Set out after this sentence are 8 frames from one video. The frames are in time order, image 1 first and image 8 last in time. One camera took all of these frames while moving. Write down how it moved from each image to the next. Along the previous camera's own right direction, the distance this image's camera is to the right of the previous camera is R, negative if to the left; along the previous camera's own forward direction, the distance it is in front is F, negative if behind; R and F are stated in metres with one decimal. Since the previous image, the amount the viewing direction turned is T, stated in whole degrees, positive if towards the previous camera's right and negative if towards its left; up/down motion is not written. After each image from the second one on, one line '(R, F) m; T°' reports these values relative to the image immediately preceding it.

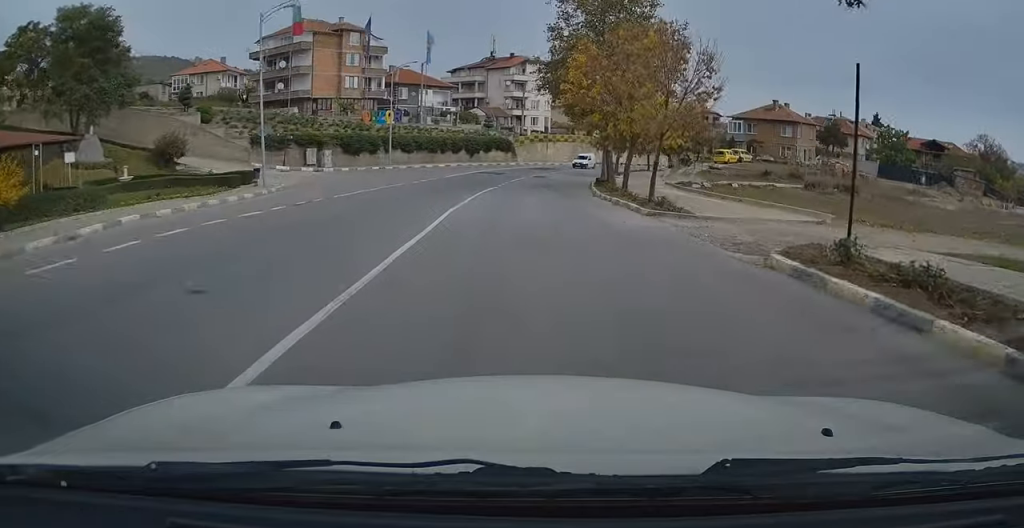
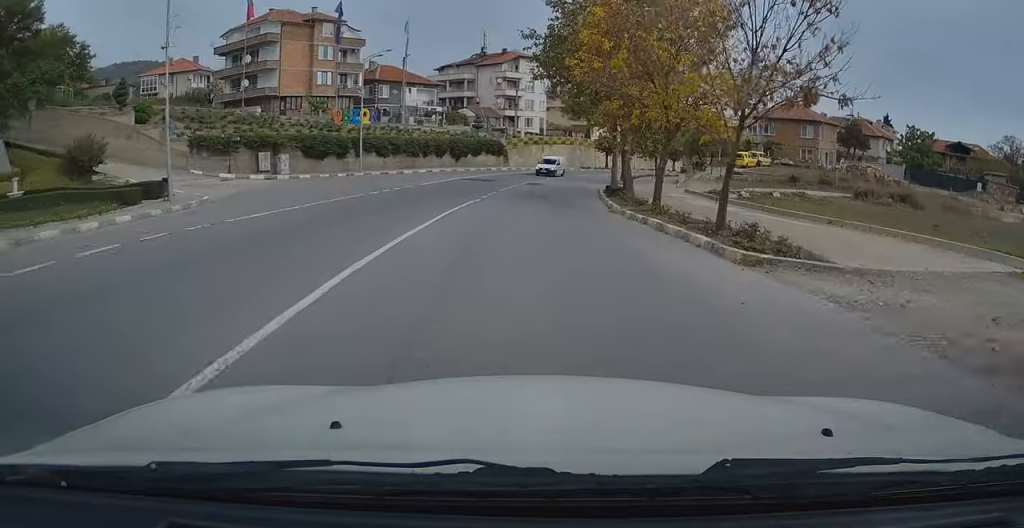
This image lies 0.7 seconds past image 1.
(+0.1, +8.4) m; +1°
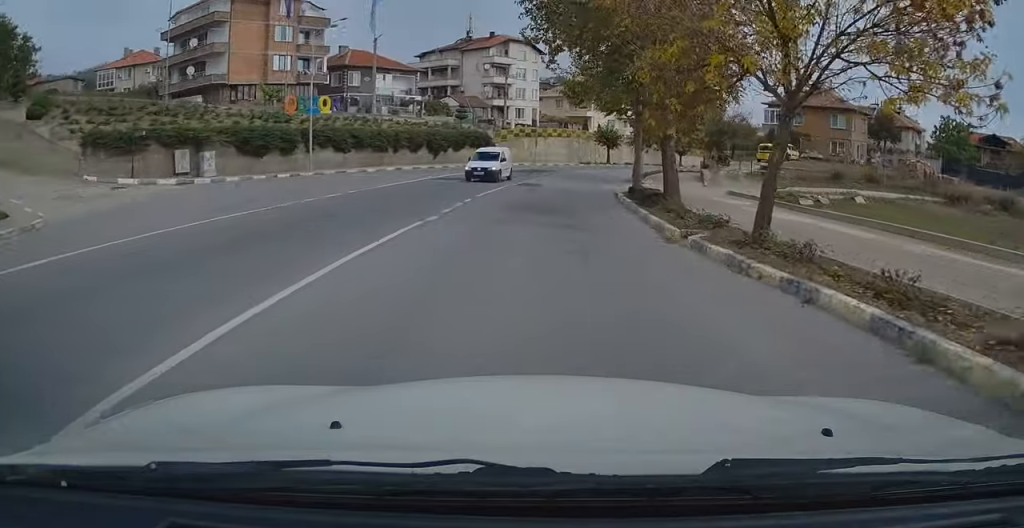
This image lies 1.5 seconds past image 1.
(-0.1, +10.0) m; +1°
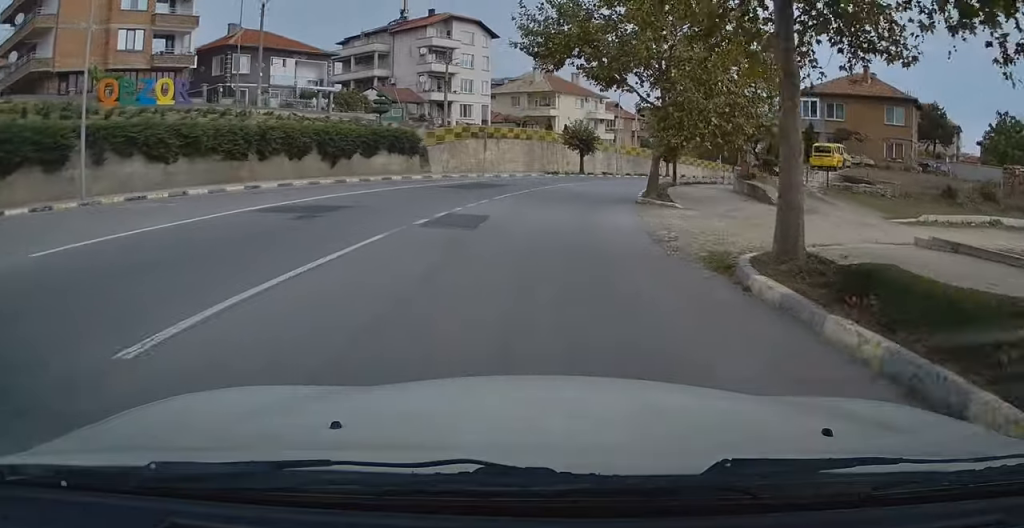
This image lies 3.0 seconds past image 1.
(+0.7, +18.6) m; +3°
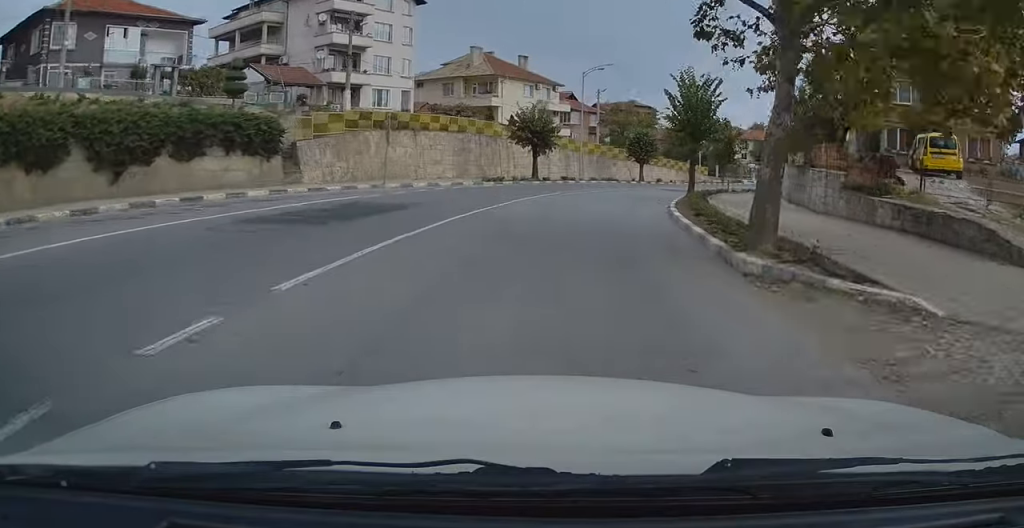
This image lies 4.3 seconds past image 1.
(+0.5, +16.7) m; +5°
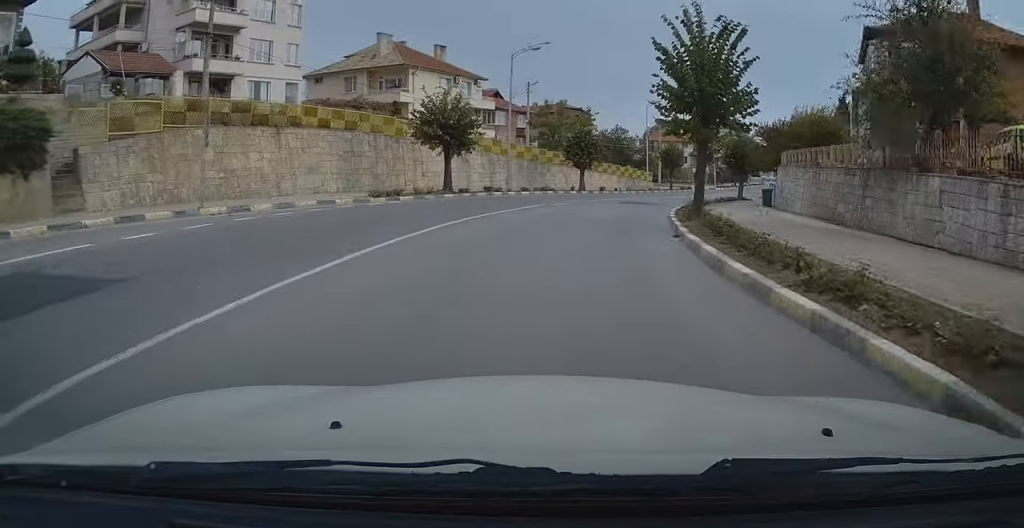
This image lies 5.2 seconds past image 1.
(+0.5, +11.0) m; +5°
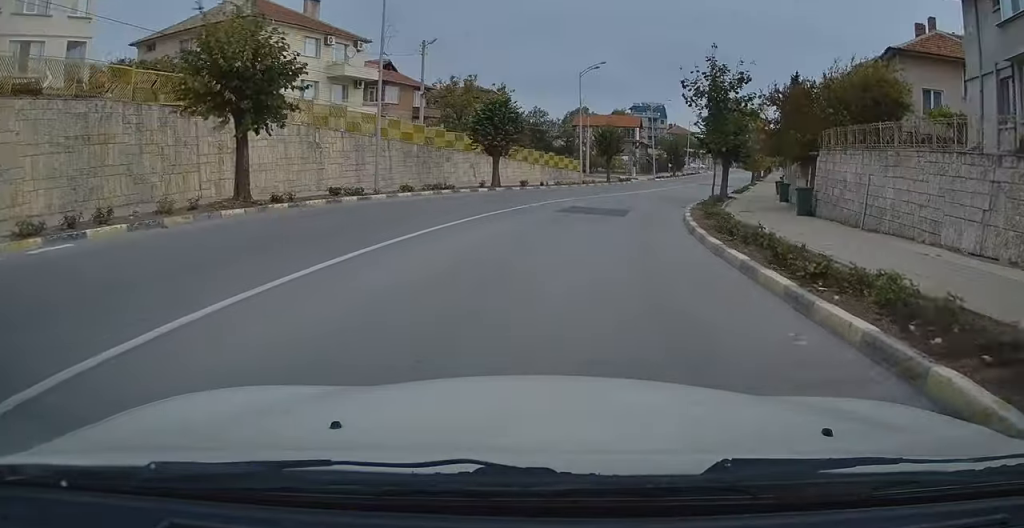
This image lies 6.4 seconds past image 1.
(+0.9, +15.4) m; +8°
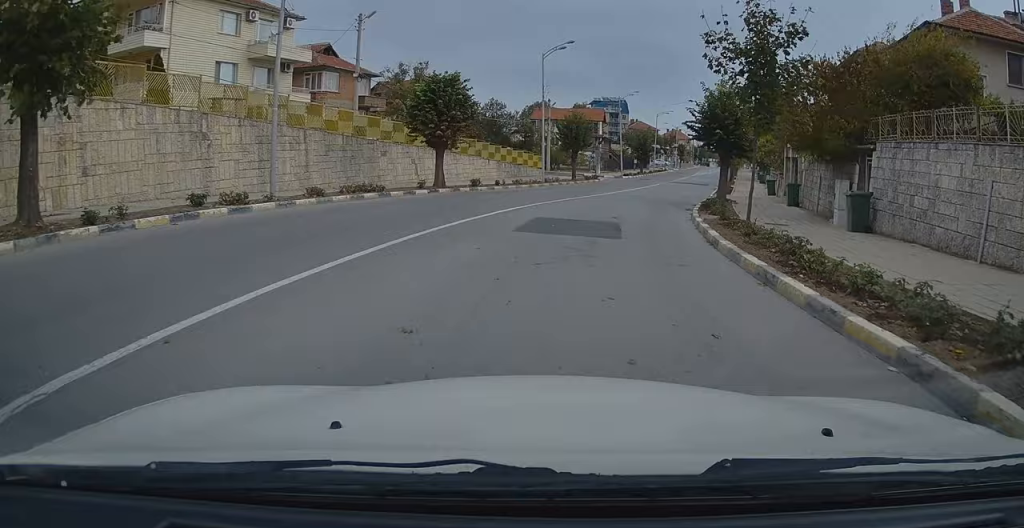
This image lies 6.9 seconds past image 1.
(+0.5, +6.8) m; +5°
